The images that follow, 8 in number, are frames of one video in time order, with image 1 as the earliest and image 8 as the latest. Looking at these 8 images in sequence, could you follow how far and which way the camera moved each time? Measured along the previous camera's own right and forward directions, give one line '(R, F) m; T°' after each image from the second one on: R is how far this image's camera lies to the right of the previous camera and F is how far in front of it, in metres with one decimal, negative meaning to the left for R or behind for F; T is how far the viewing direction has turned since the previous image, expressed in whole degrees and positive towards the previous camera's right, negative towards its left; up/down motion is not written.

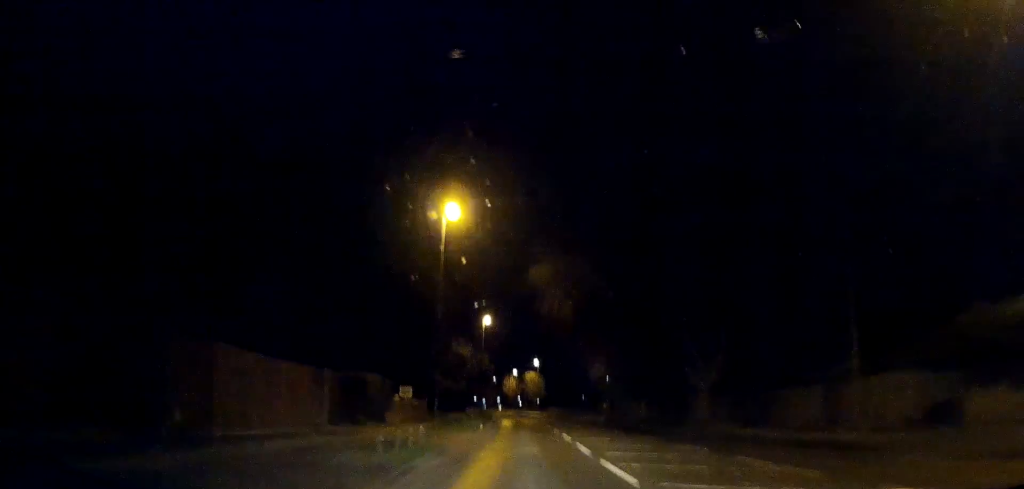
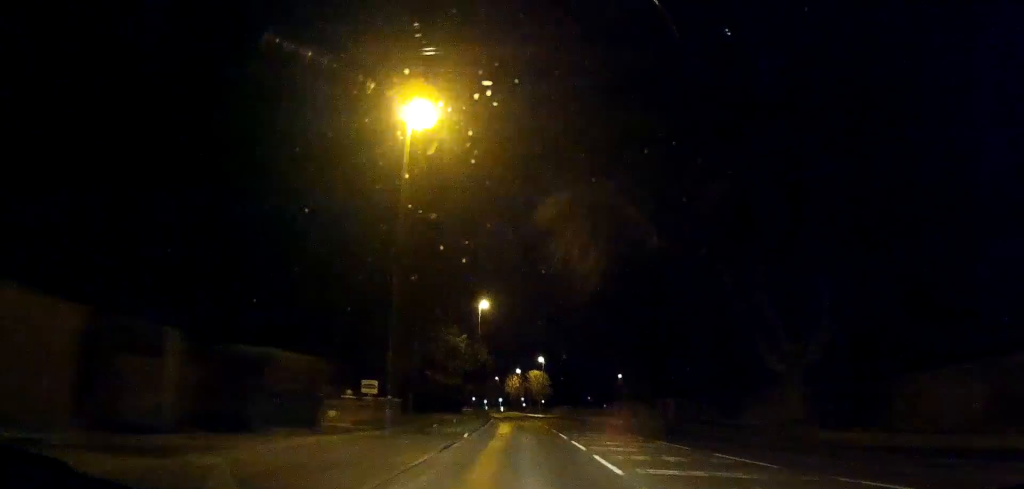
(-0.1, +10.4) m; 0°
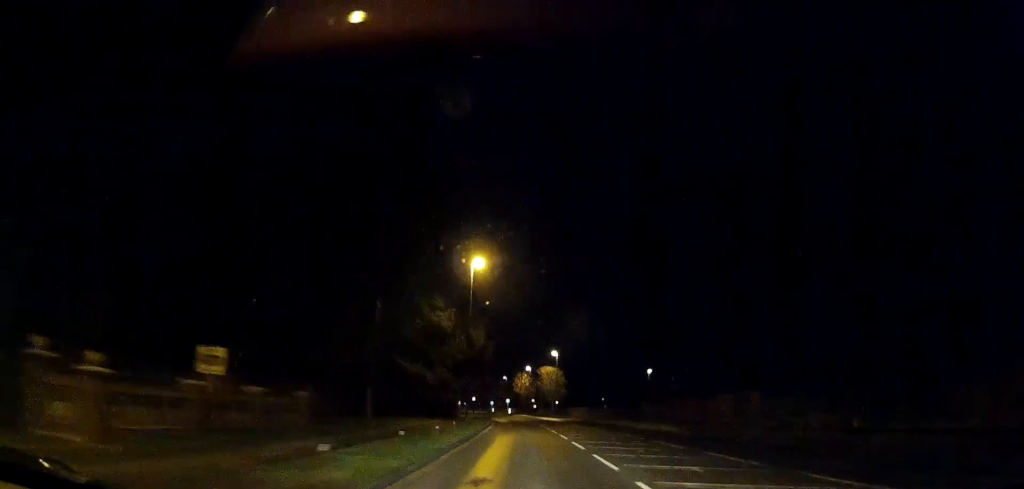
(-0.1, +16.9) m; -1°
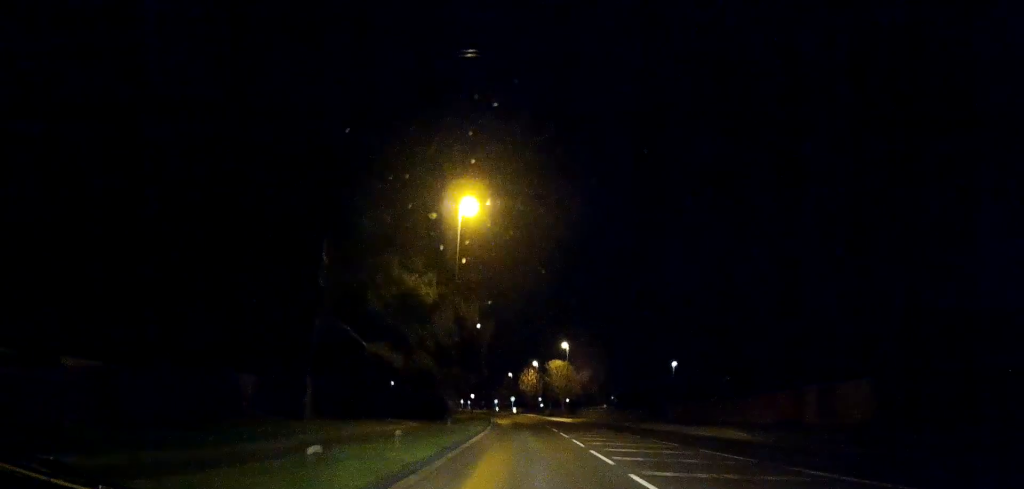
(0.0, +11.2) m; 0°
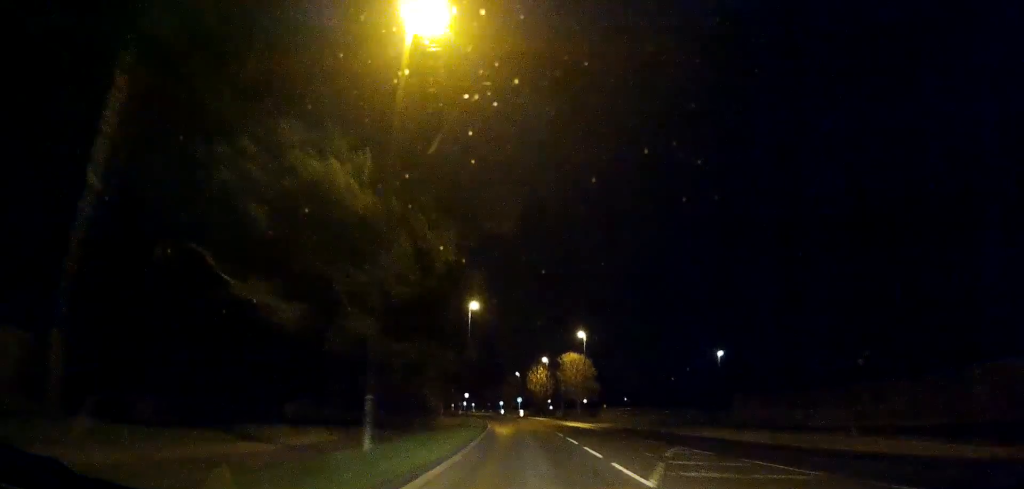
(0.0, +15.3) m; -1°
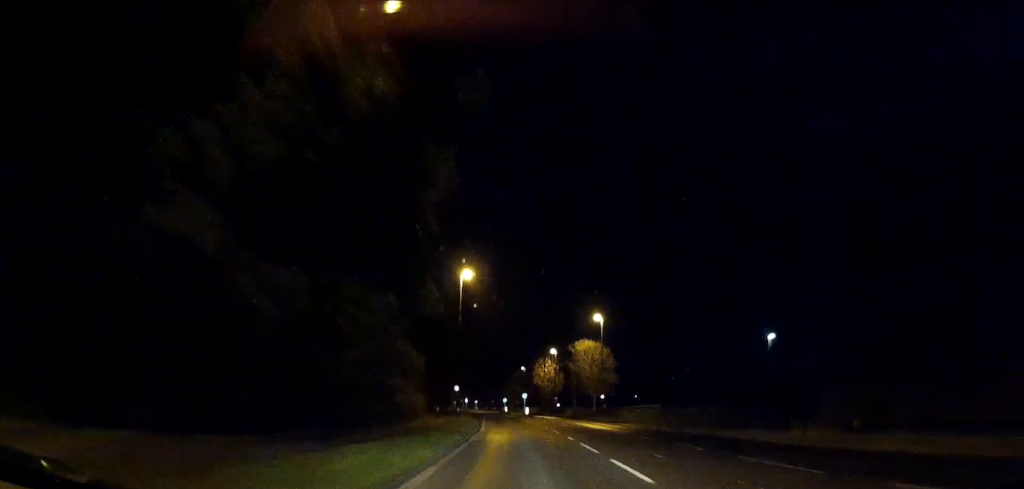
(-0.2, +11.8) m; -1°
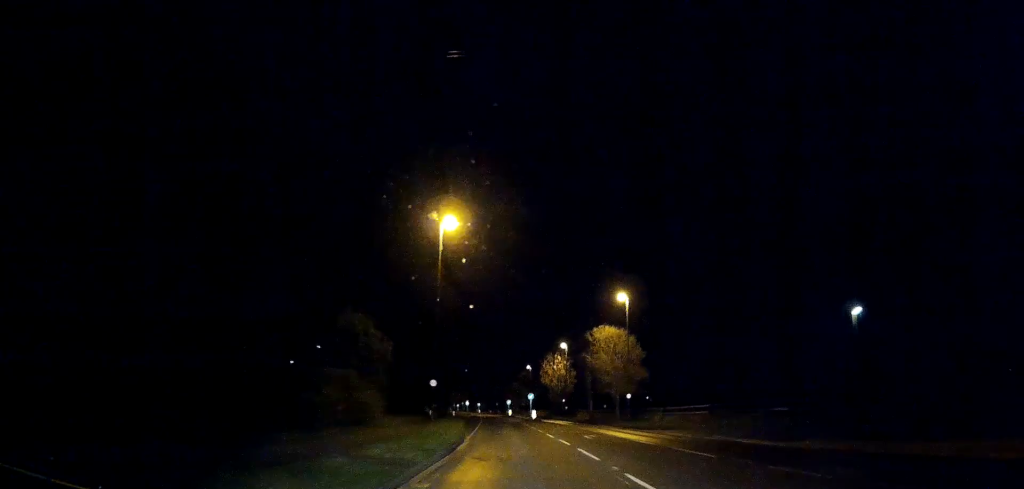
(-0.1, +13.0) m; -1°
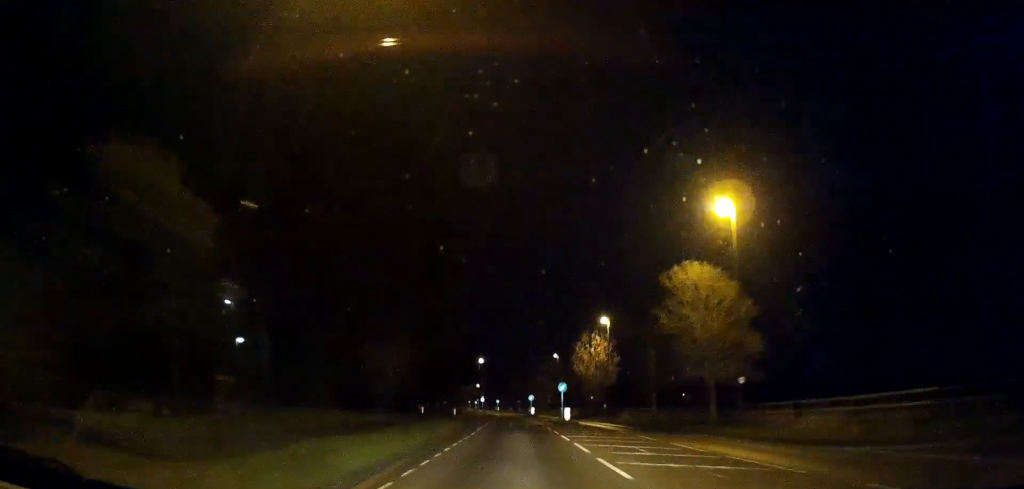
(-0.4, +22.8) m; -2°
